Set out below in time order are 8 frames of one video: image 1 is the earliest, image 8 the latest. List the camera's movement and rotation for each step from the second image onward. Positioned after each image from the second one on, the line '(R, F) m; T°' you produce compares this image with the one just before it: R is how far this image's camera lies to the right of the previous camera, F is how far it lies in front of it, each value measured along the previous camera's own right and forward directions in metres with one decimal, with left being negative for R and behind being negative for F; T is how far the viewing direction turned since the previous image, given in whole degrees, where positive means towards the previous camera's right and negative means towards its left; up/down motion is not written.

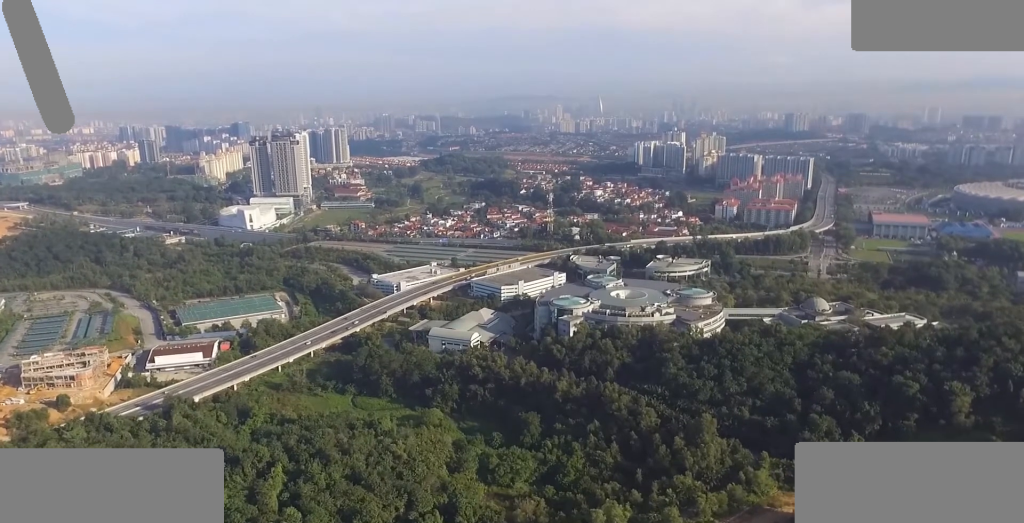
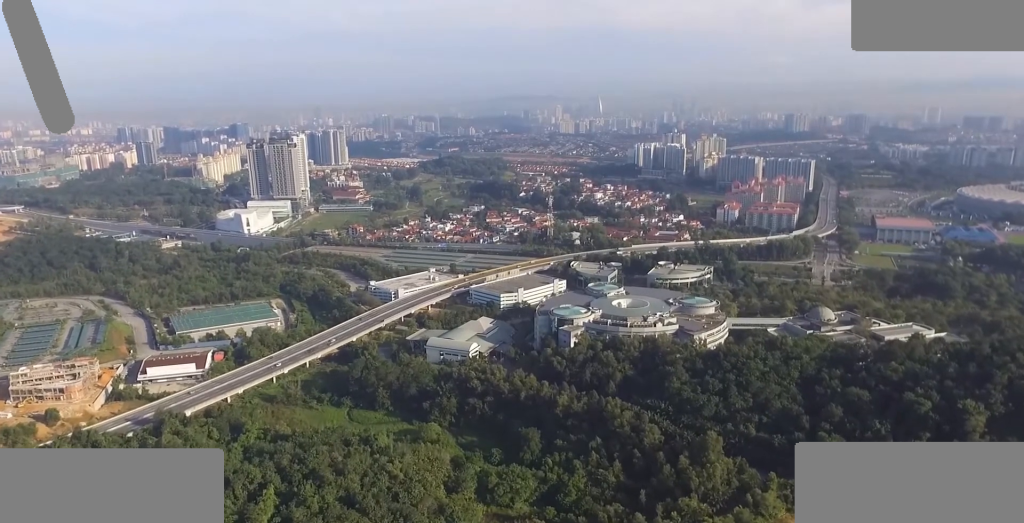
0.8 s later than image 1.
(0.0, +10.7) m; 0°
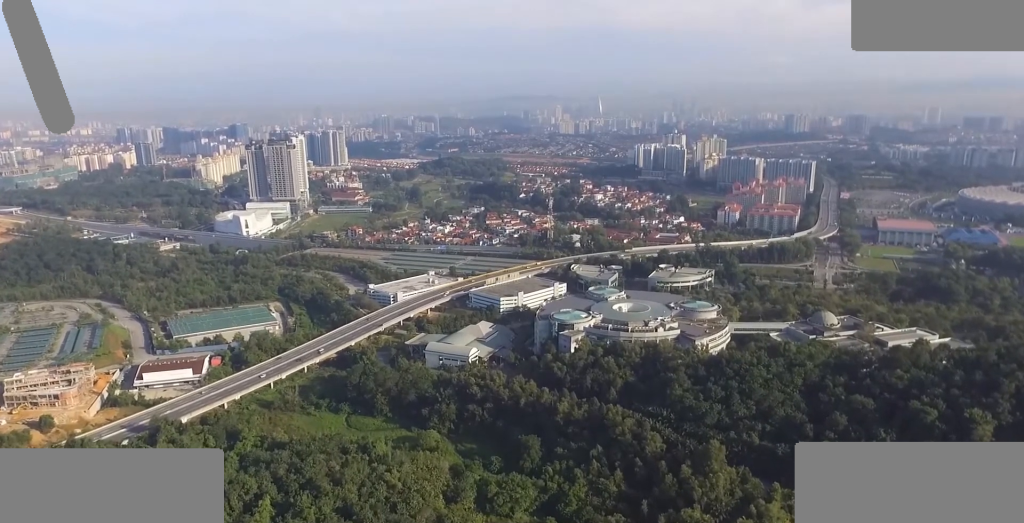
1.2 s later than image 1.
(0.0, +5.7) m; 0°
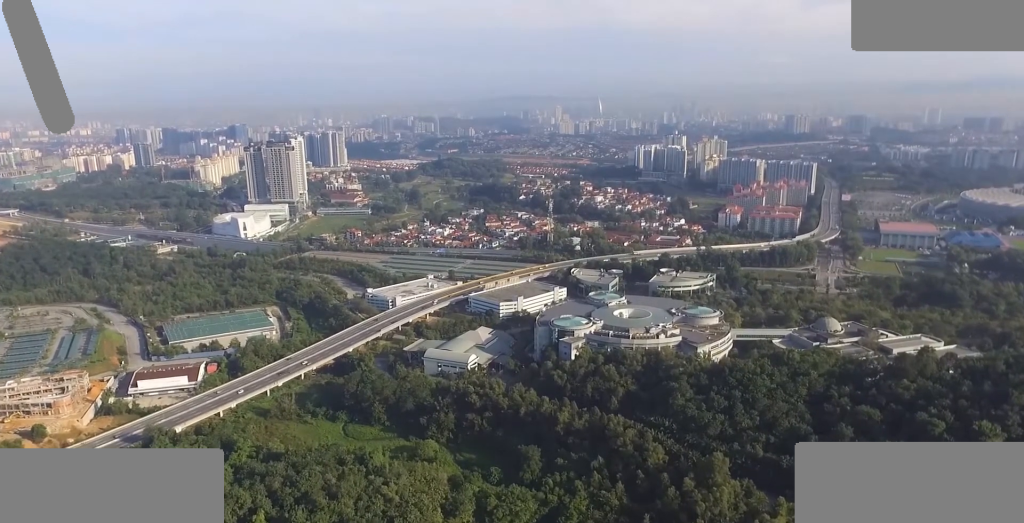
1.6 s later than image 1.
(0.0, +6.8) m; 0°
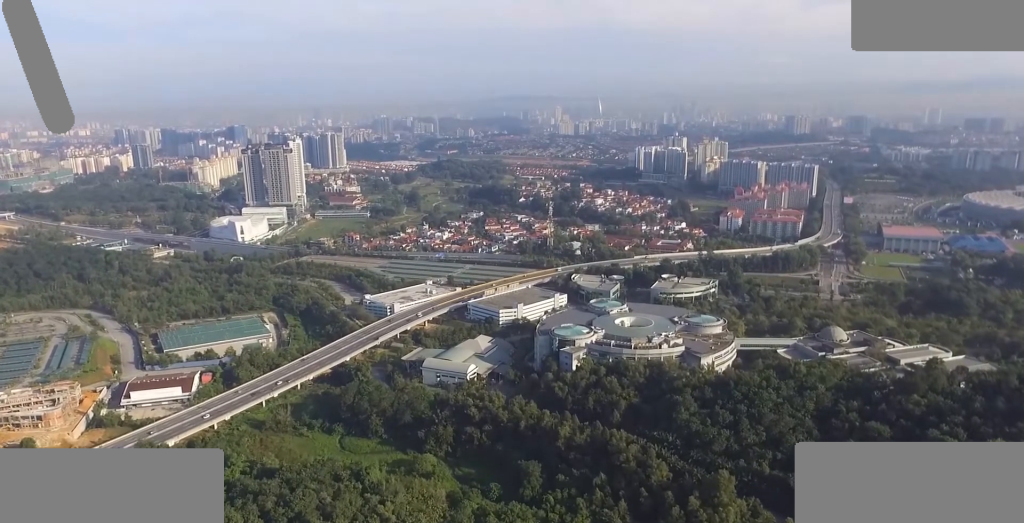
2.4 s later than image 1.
(0.0, +10.2) m; 0°
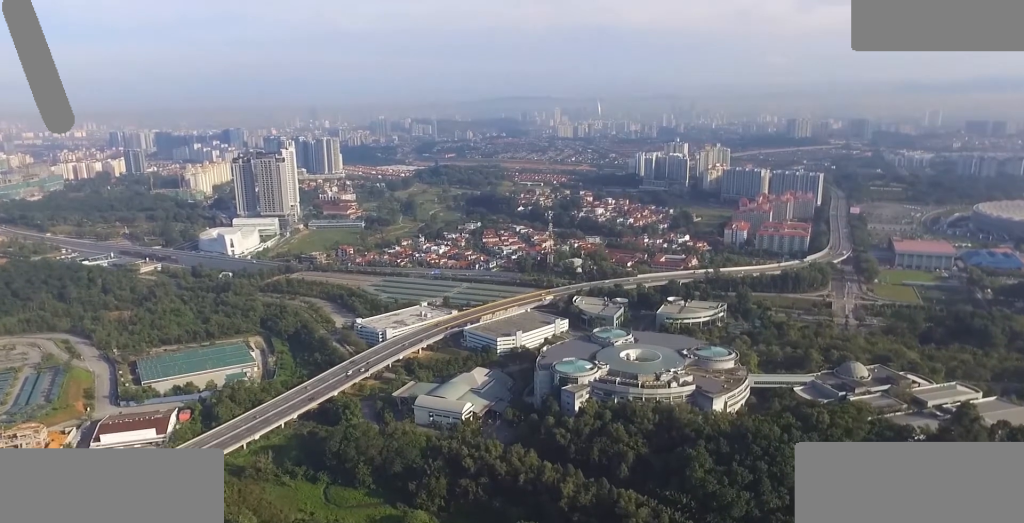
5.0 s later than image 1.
(+0.1, +36.4) m; 0°
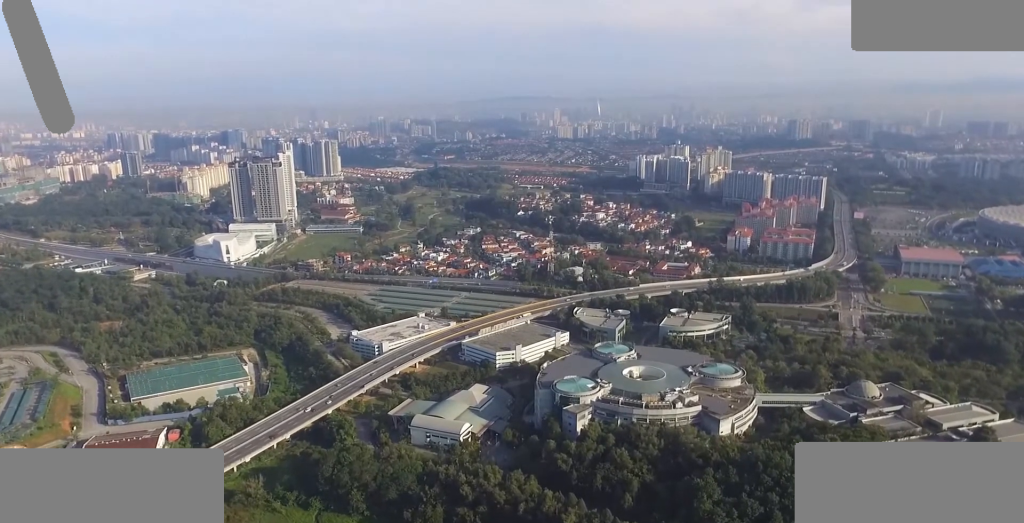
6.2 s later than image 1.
(0.0, +17.1) m; 0°
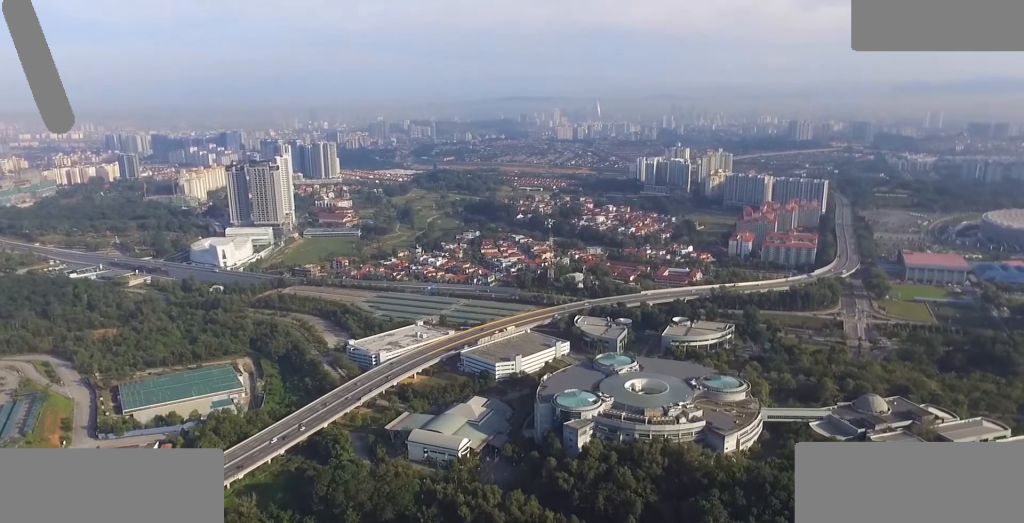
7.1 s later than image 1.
(0.0, +12.0) m; 0°
